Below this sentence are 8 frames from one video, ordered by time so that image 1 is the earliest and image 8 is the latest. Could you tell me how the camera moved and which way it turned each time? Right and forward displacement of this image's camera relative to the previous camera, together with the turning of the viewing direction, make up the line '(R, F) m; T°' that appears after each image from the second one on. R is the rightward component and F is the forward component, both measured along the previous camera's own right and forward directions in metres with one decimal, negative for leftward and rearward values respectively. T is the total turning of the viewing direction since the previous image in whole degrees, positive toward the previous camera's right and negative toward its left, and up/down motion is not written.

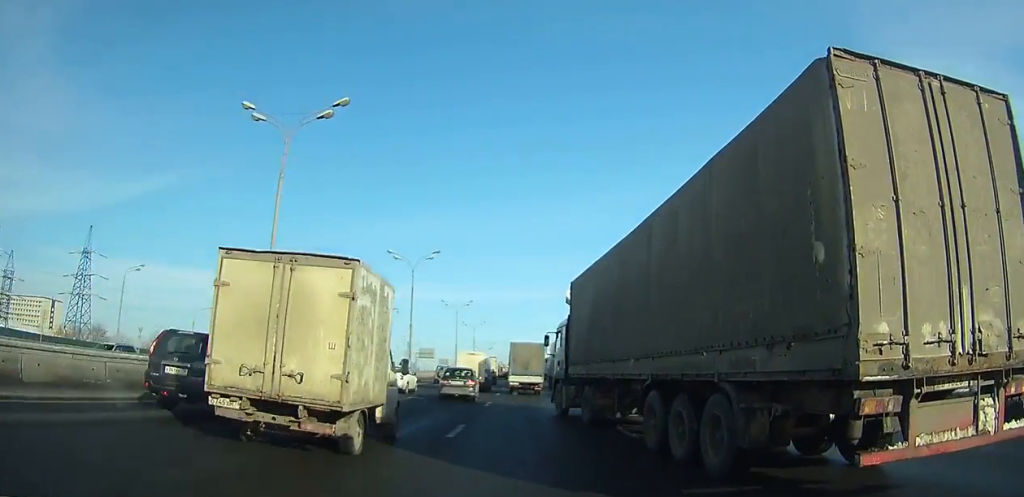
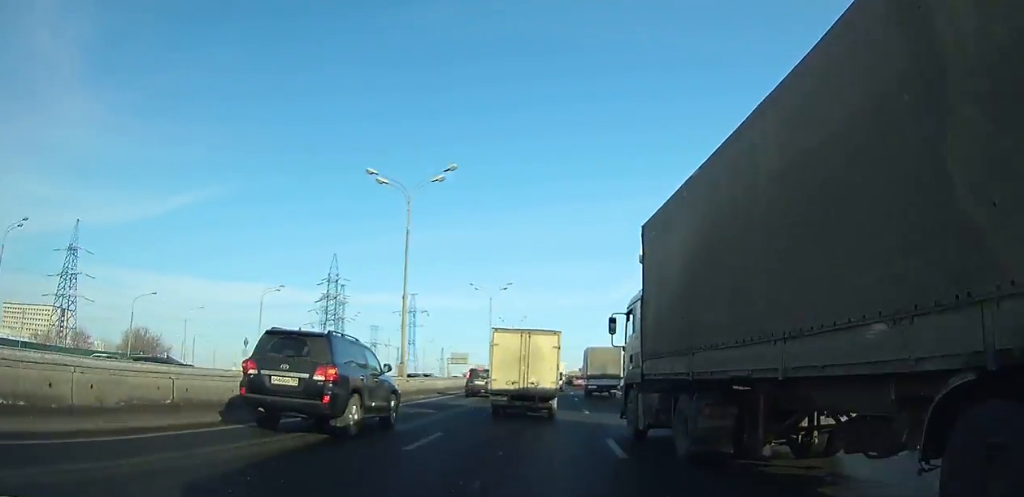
(0.0, +25.5) m; 0°
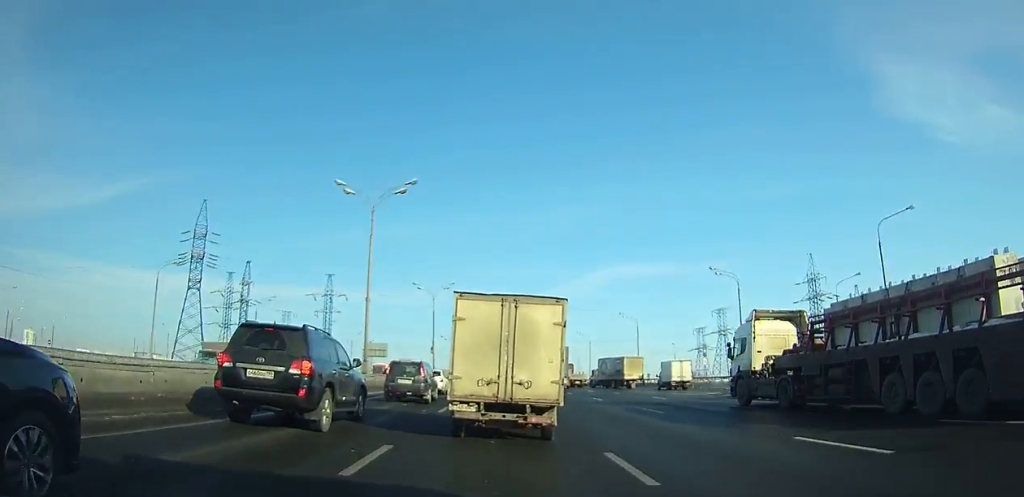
(0.0, +26.4) m; 0°
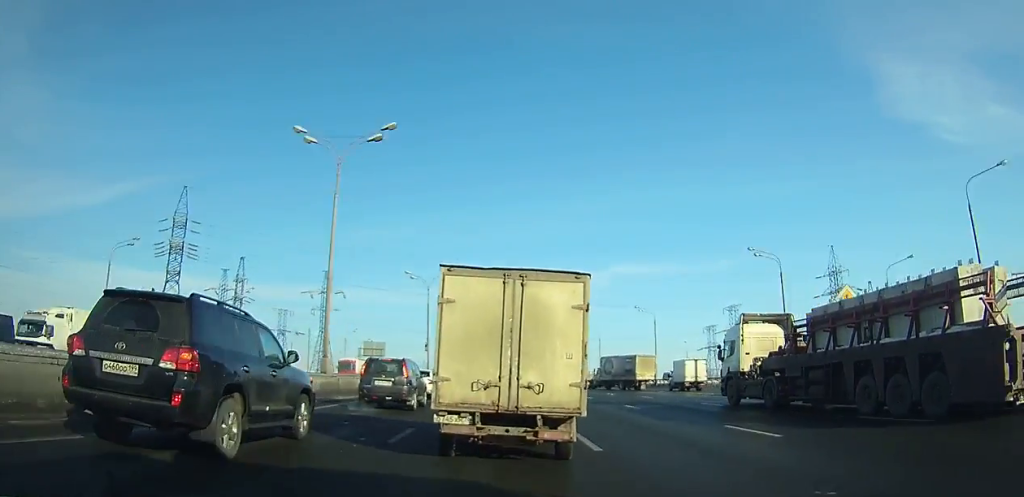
(0.0, +7.2) m; 0°
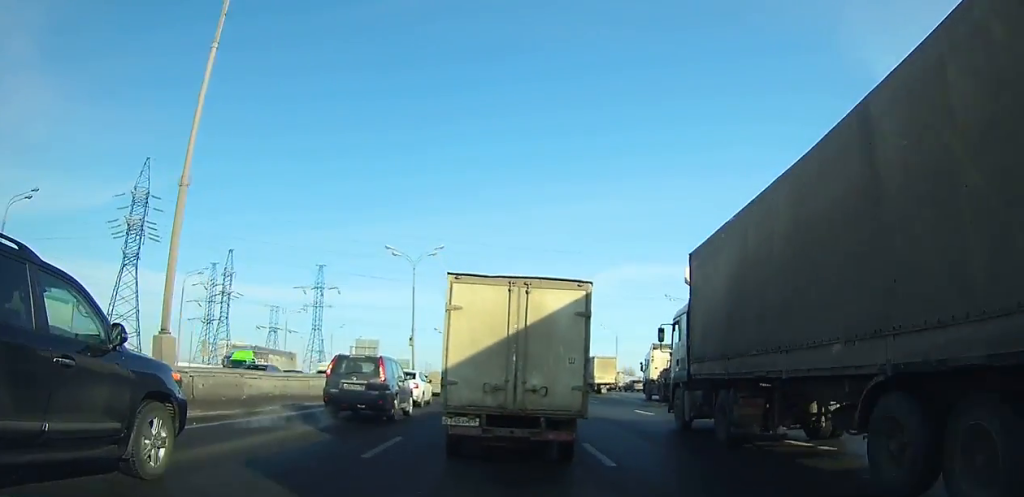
(+0.3, +17.6) m; +1°
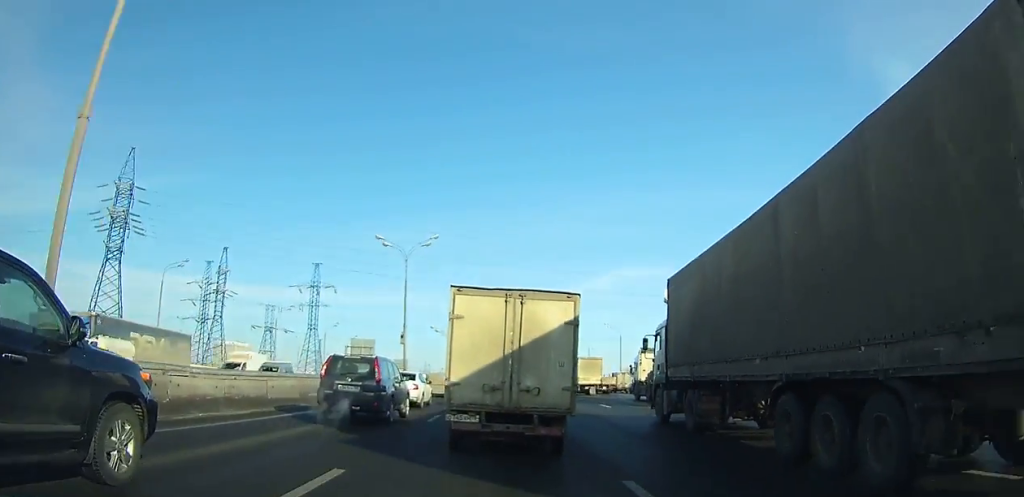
(0.0, +4.3) m; 0°
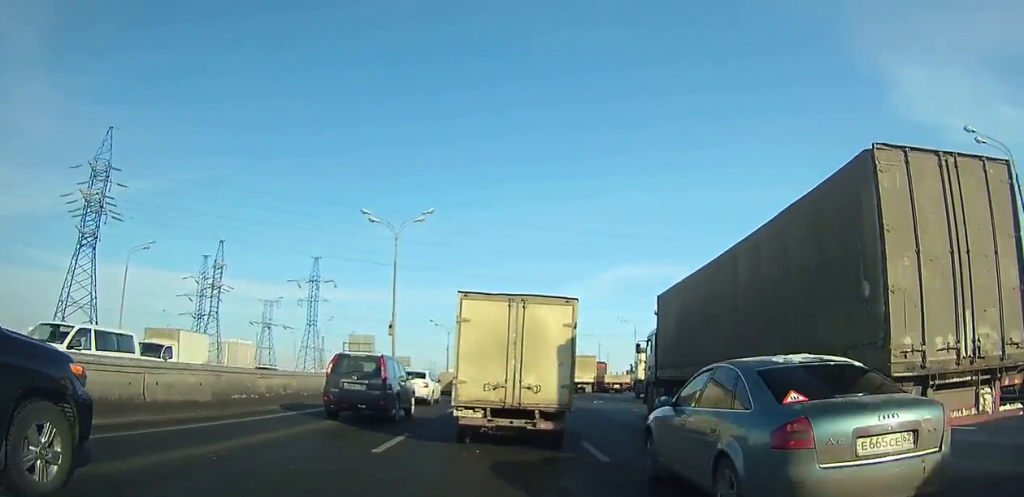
(0.0, +5.8) m; 0°
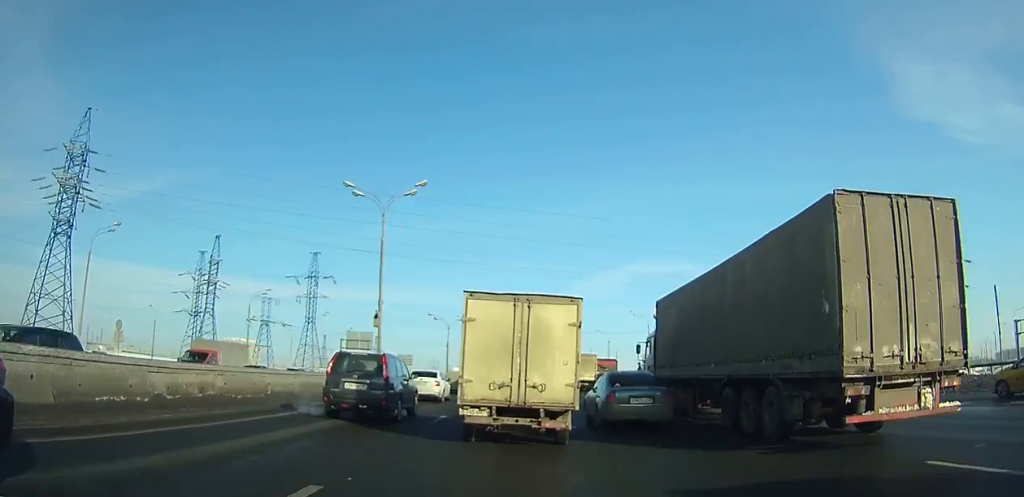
(0.0, +4.2) m; 0°
